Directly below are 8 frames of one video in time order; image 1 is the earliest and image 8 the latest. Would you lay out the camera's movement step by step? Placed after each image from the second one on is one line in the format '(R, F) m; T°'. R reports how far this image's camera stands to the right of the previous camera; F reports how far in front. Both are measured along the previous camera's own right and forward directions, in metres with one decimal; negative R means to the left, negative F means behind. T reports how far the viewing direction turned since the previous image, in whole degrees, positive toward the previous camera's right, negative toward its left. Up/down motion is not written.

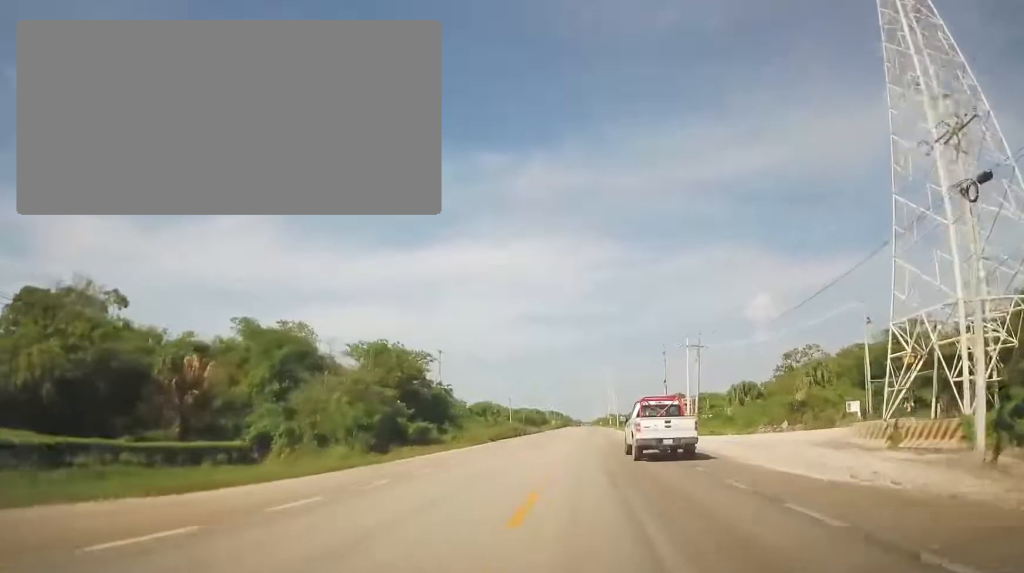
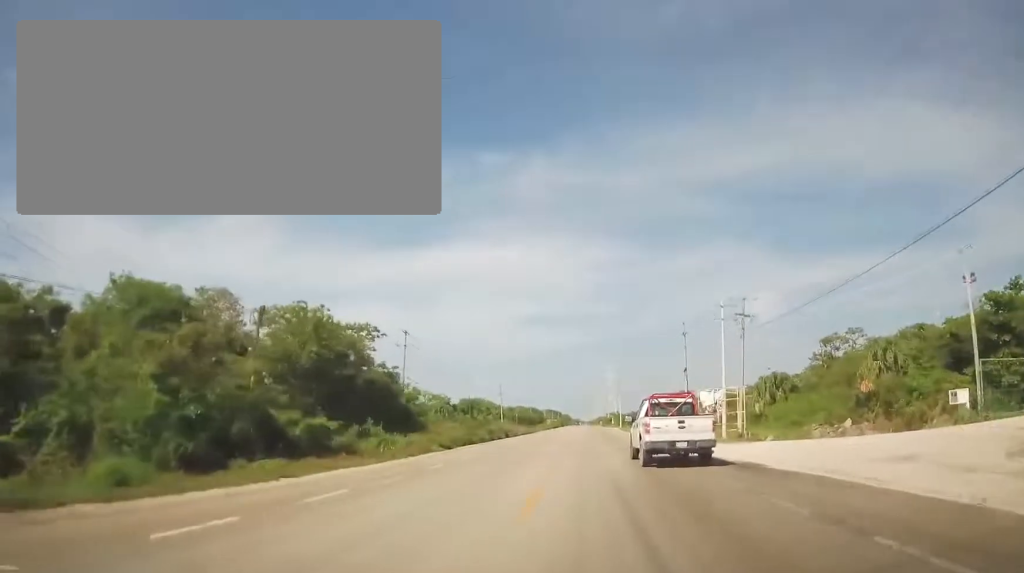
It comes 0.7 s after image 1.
(+0.1, +15.5) m; 0°
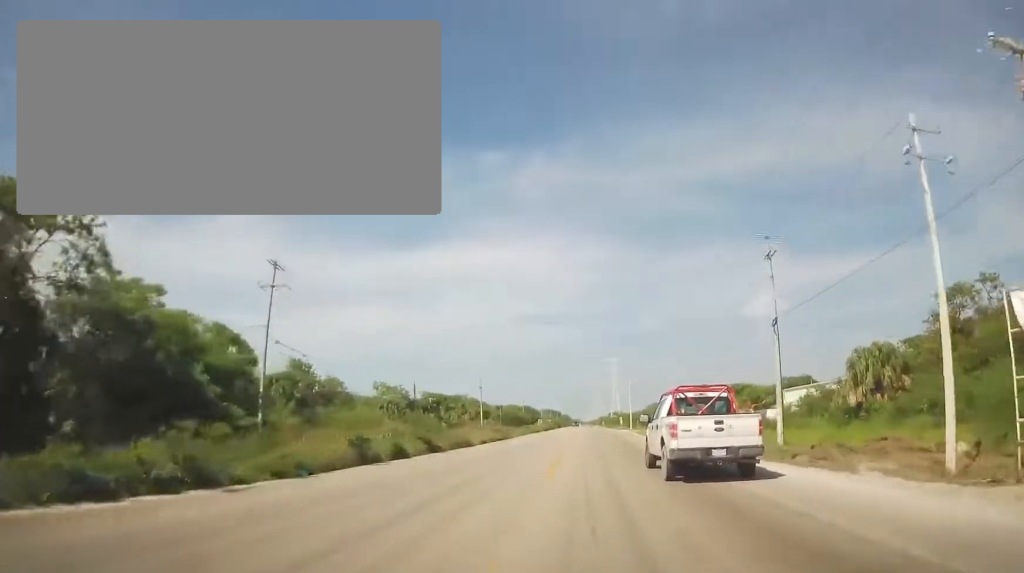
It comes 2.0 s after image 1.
(-0.1, +28.4) m; -1°
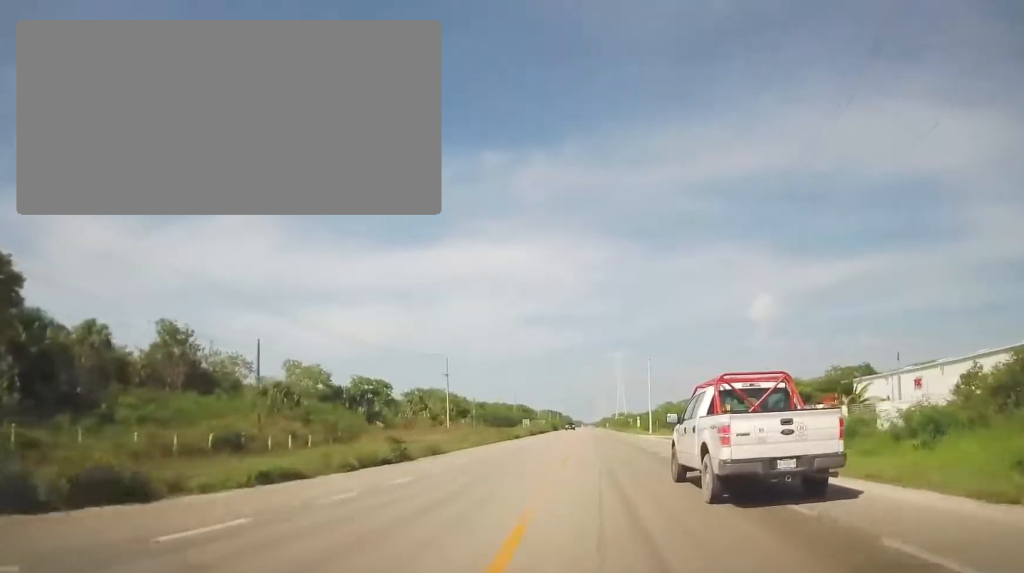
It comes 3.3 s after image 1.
(+0.1, +29.4) m; +1°
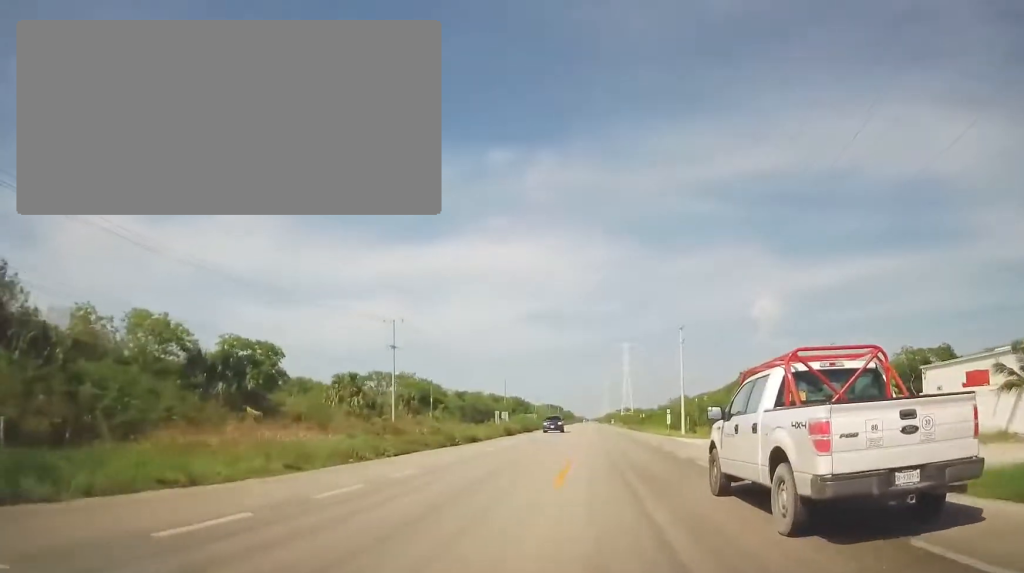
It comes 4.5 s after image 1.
(+0.2, +25.0) m; +1°
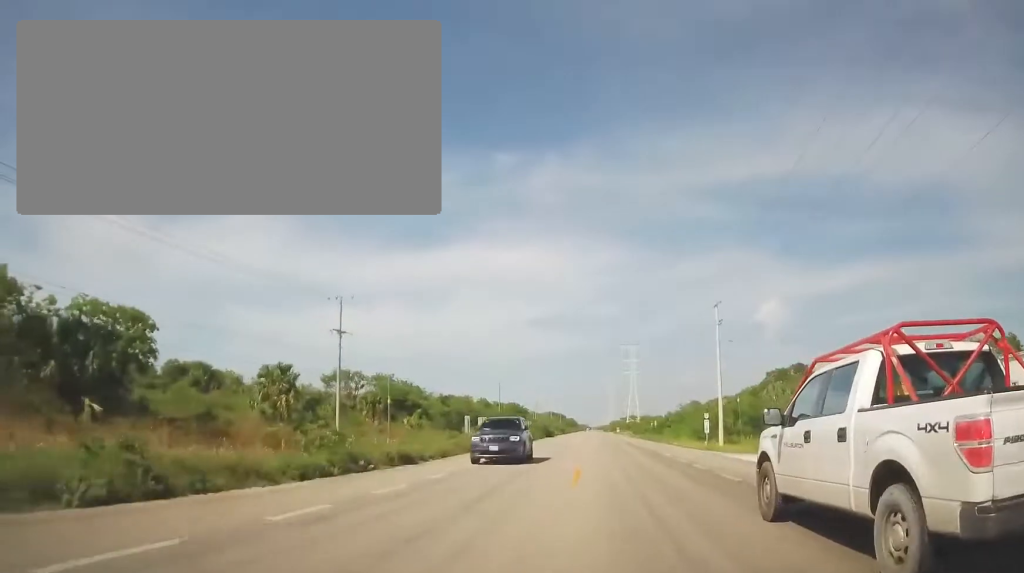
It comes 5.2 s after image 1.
(0.0, +14.0) m; 0°
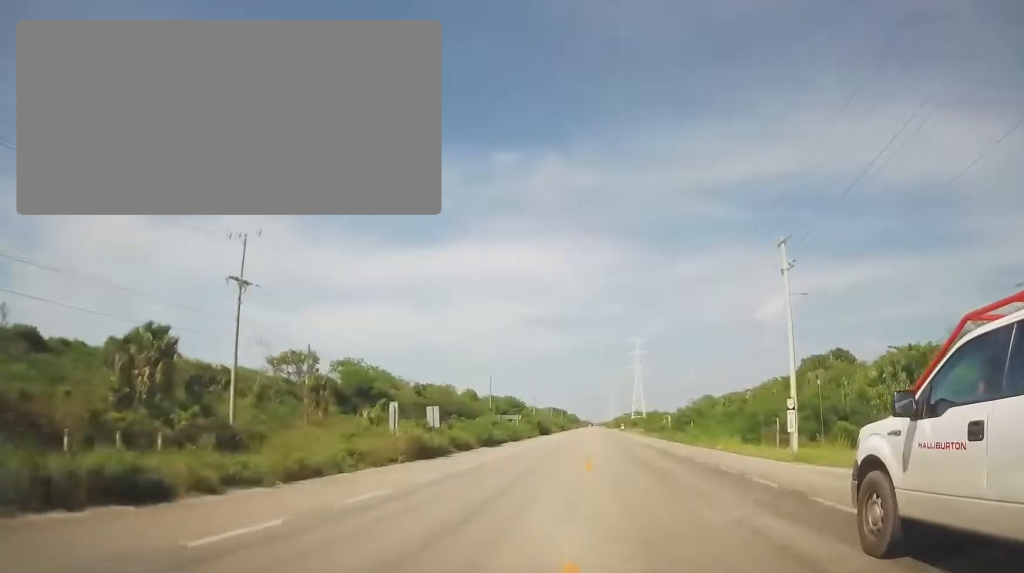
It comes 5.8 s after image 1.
(0.0, +14.3) m; -1°
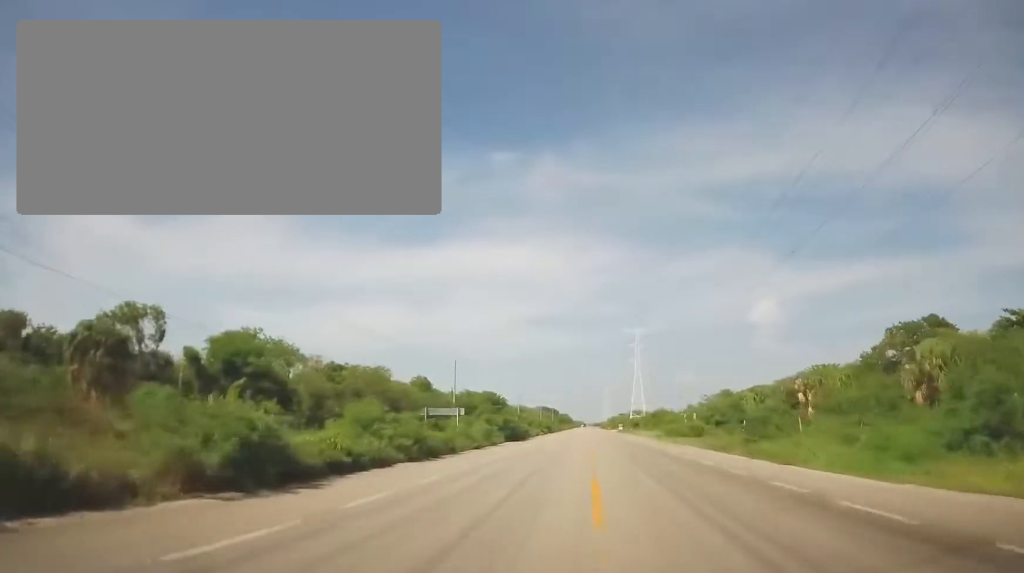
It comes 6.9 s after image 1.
(-0.4, +24.8) m; 0°
